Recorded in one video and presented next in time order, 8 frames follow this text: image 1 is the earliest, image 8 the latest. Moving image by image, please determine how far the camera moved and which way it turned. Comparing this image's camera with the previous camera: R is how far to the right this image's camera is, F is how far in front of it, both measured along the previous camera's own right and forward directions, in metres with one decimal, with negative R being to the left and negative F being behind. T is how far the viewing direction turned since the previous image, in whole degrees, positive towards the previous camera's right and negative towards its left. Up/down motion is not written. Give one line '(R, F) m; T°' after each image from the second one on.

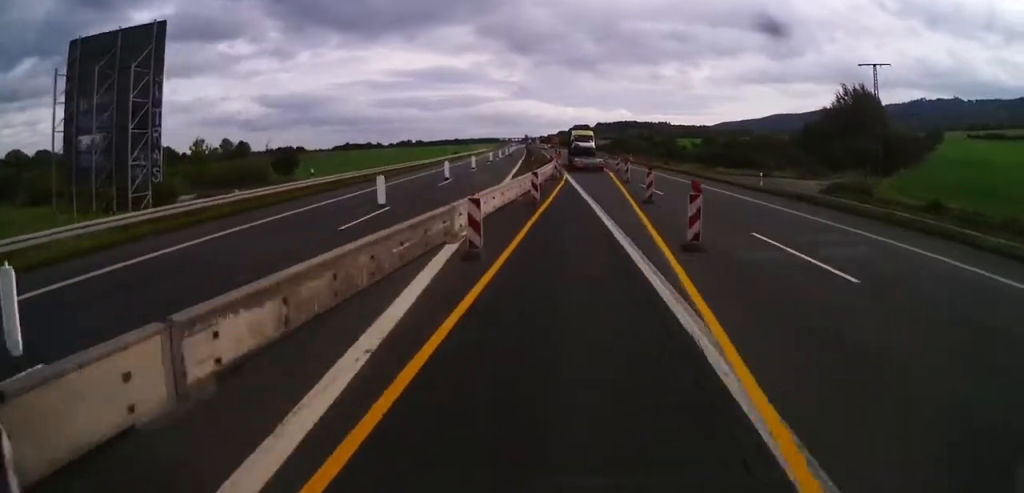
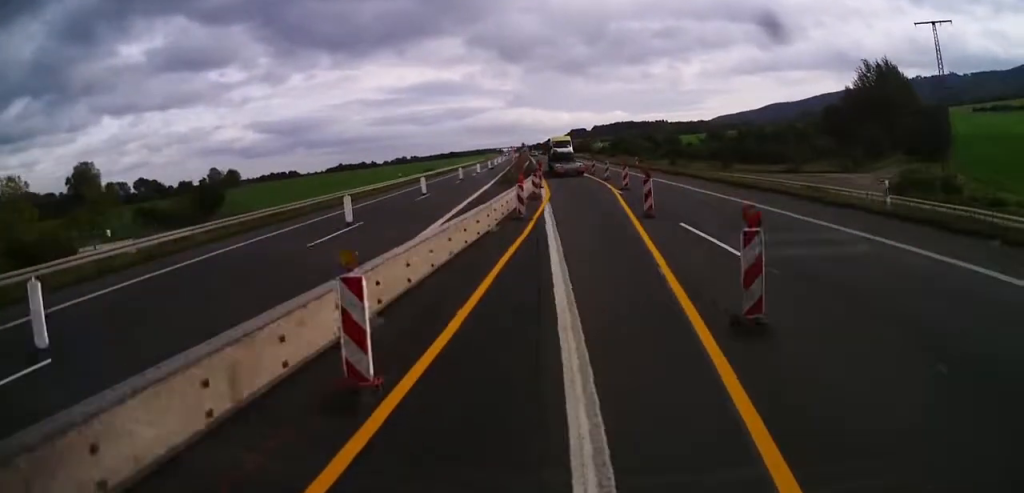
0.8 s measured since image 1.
(+0.2, +16.3) m; +1°
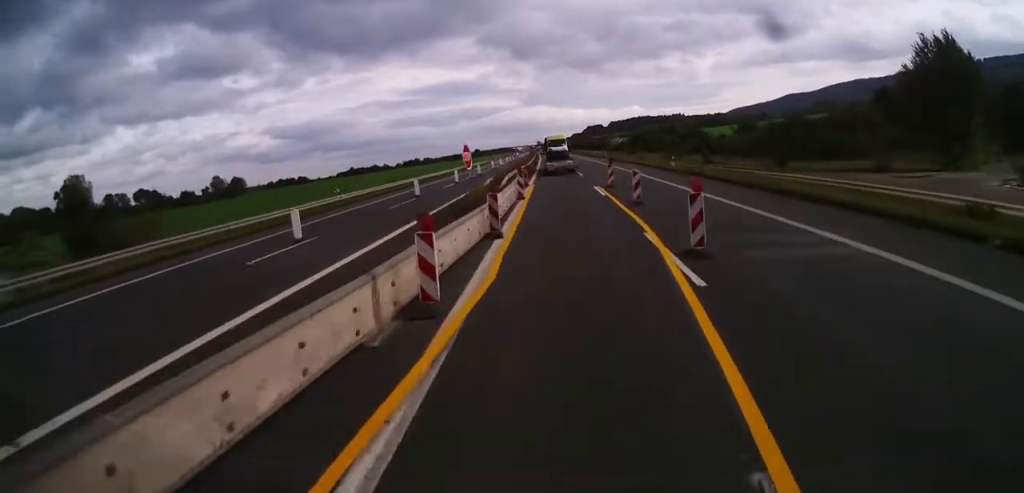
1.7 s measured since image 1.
(+0.1, +19.9) m; +1°
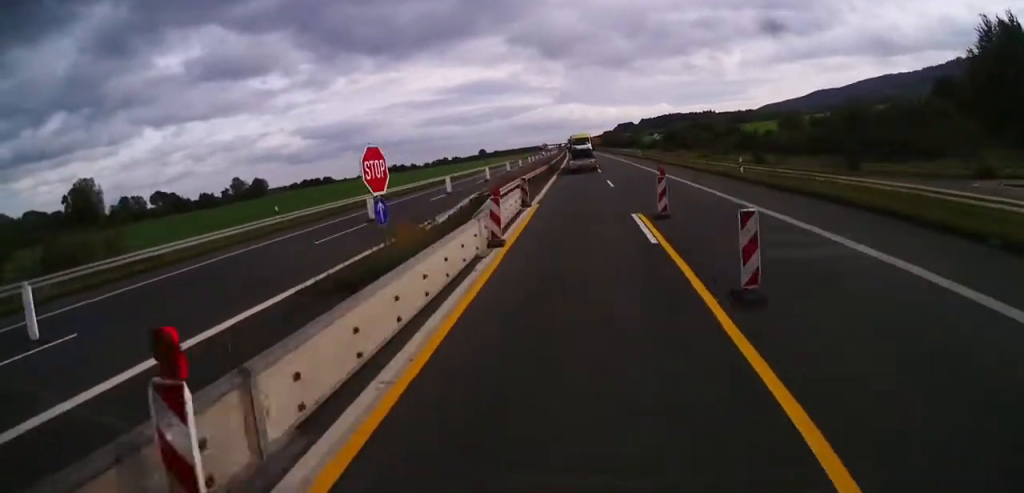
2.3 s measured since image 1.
(+0.3, +13.6) m; 0°
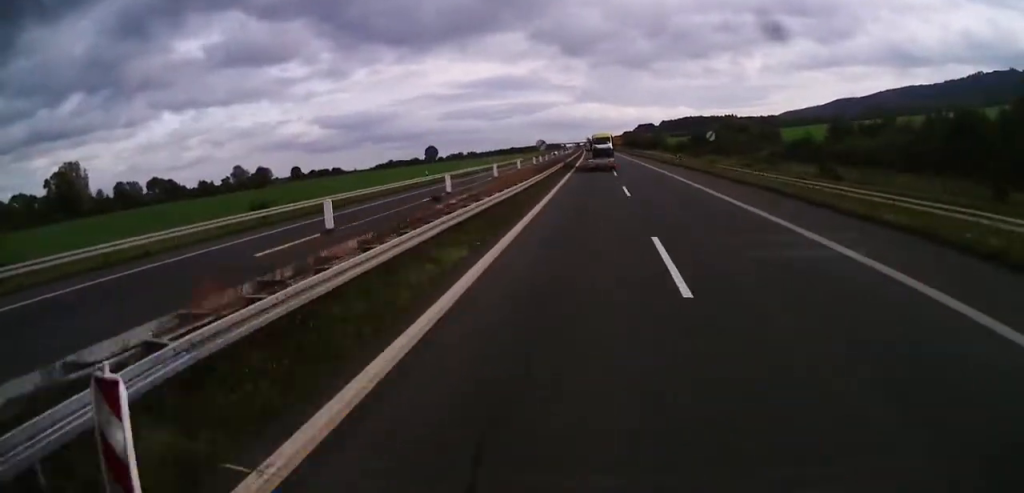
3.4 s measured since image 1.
(-0.3, +22.2) m; -2°
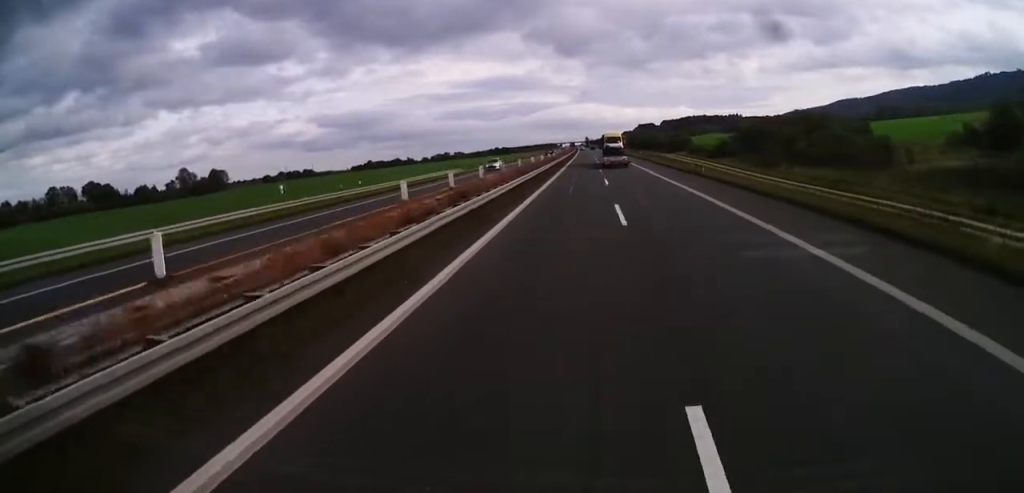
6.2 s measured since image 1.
(-3.9, +62.2) m; -4°
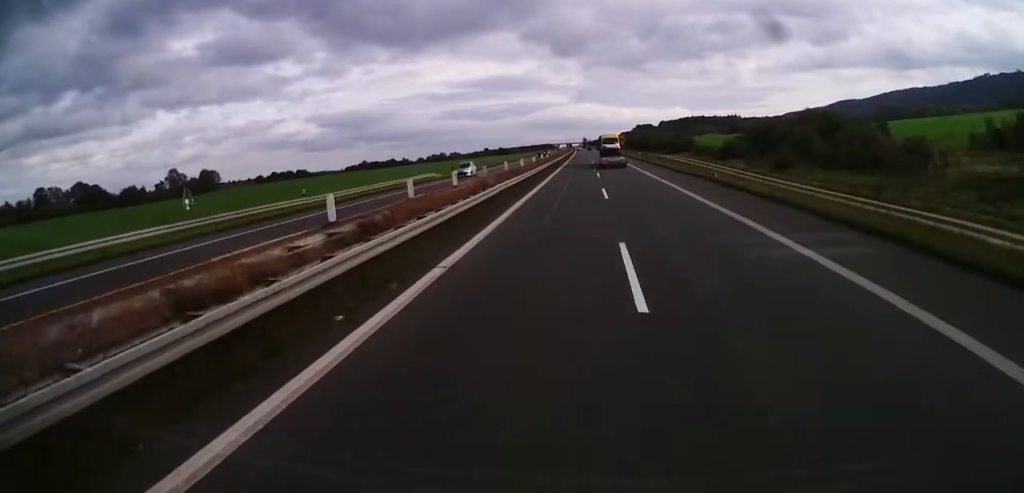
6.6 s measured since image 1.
(+0.1, +8.9) m; +1°
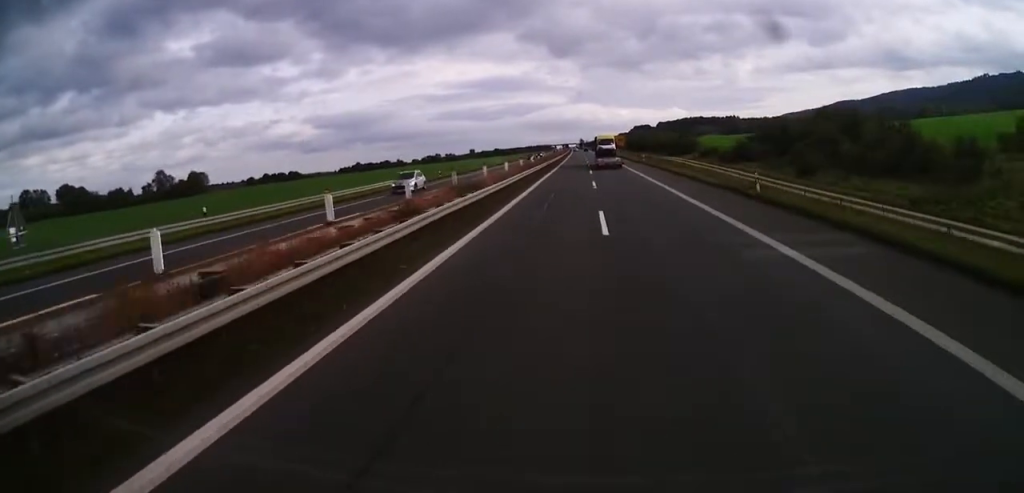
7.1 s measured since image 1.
(+0.2, +10.5) m; 0°
